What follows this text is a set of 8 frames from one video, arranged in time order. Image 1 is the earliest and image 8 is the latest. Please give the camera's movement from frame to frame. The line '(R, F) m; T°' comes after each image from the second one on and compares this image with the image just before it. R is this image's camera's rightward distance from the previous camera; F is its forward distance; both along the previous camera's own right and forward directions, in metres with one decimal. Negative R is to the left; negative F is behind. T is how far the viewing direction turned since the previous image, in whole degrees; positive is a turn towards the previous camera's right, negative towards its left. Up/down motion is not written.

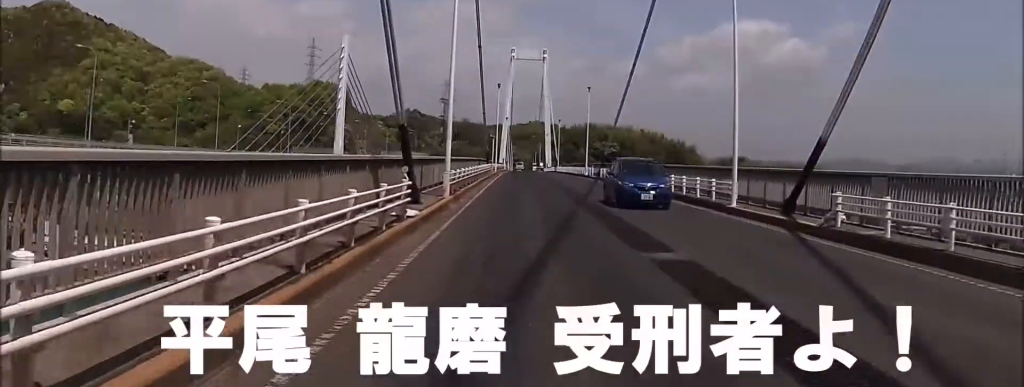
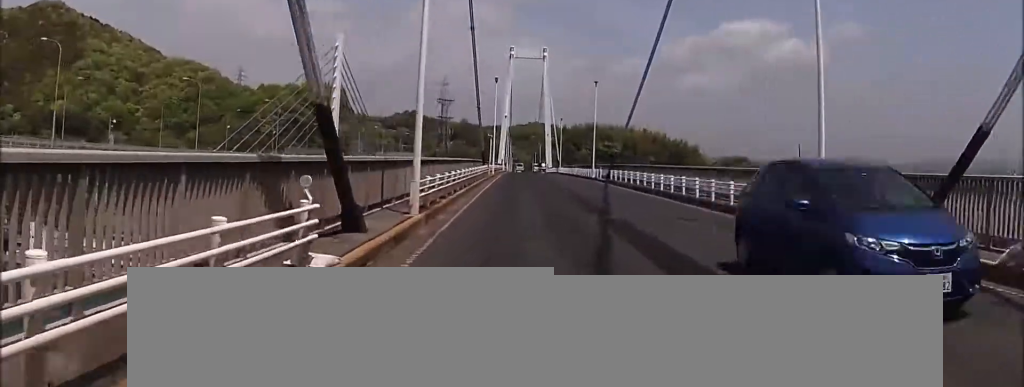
(-0.2, +5.5) m; 0°
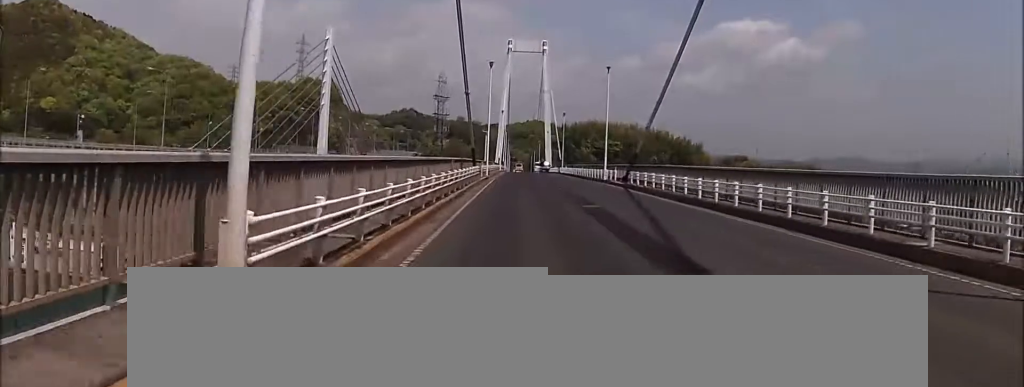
(+0.2, +7.9) m; +2°
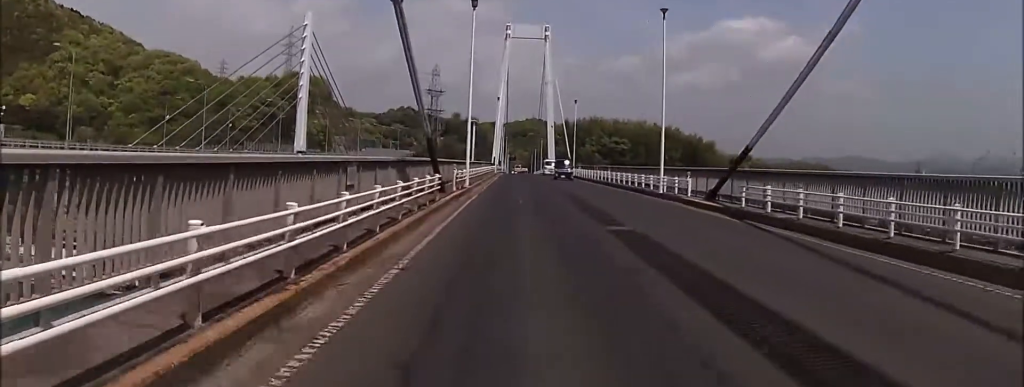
(+0.1, +20.6) m; +1°
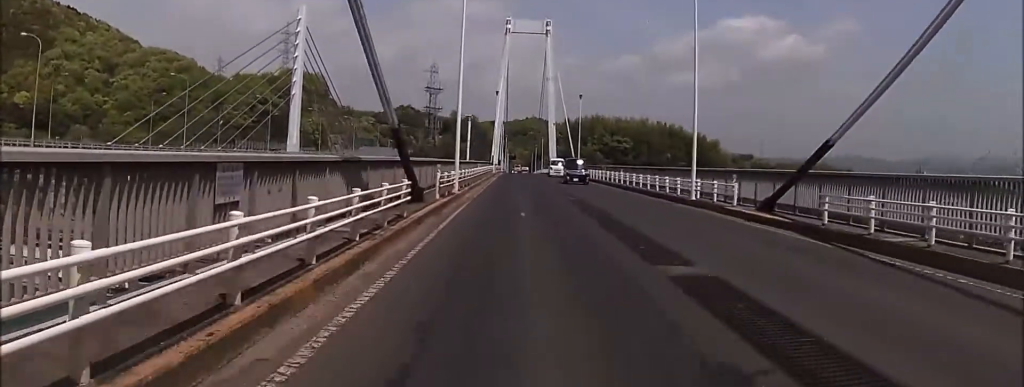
(-0.1, +5.8) m; 0°
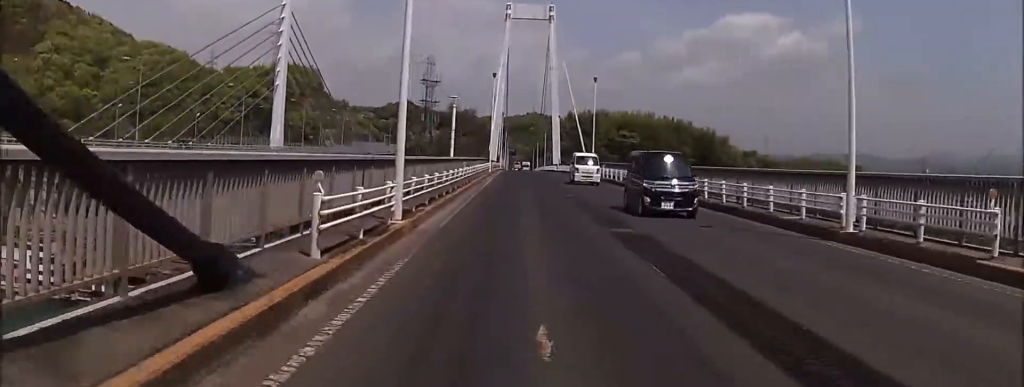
(+0.3, +12.5) m; -2°
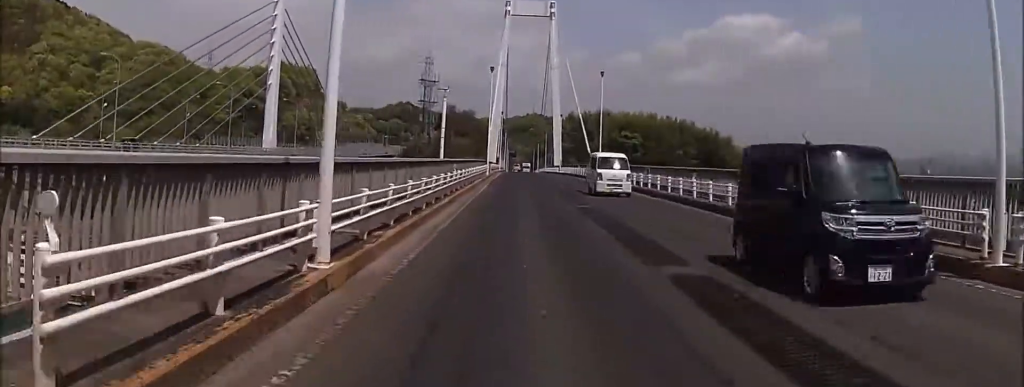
(-0.3, +4.8) m; 0°
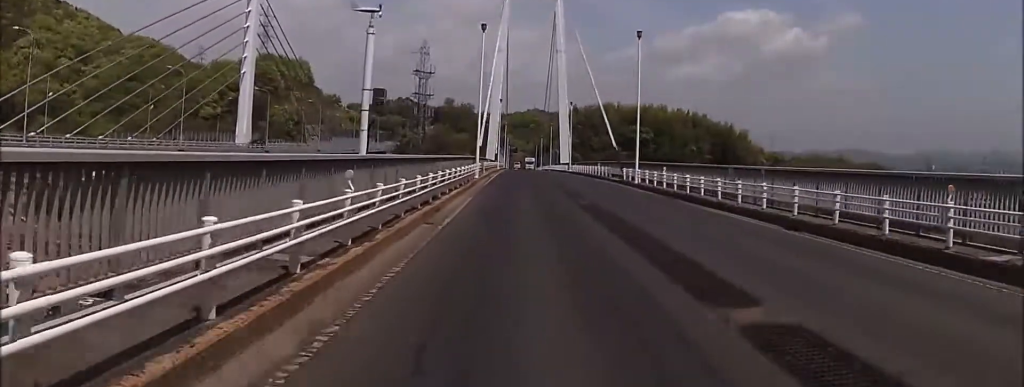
(+0.1, +15.5) m; 0°
